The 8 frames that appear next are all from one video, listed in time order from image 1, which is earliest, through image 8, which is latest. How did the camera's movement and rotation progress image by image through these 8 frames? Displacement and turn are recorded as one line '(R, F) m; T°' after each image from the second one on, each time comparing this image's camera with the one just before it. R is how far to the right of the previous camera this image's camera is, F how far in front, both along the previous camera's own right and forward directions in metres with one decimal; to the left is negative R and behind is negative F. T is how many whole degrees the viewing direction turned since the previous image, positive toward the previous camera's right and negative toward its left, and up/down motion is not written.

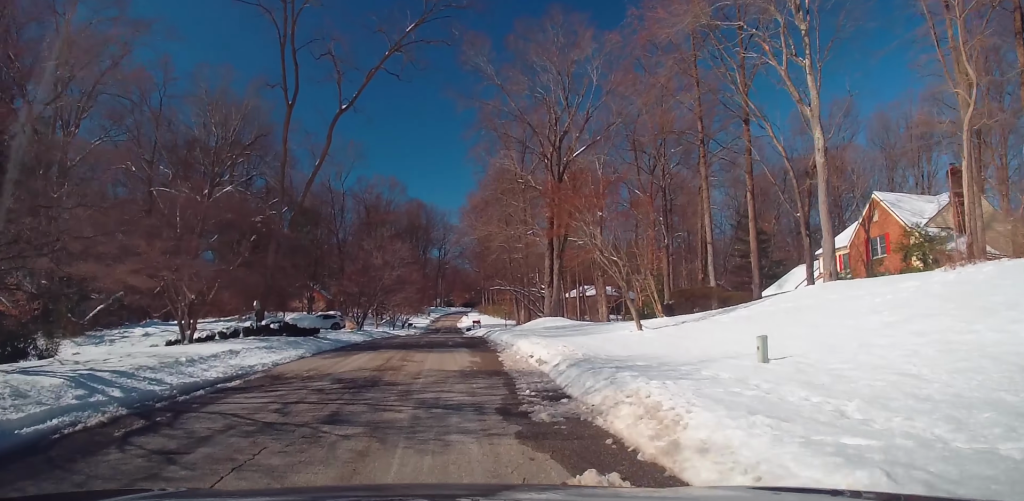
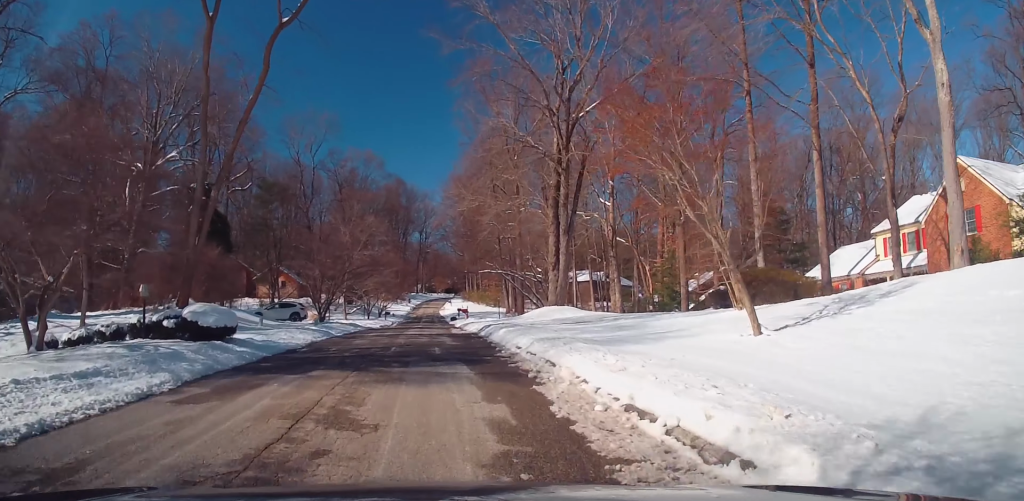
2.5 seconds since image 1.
(+0.5, +10.8) m; +2°
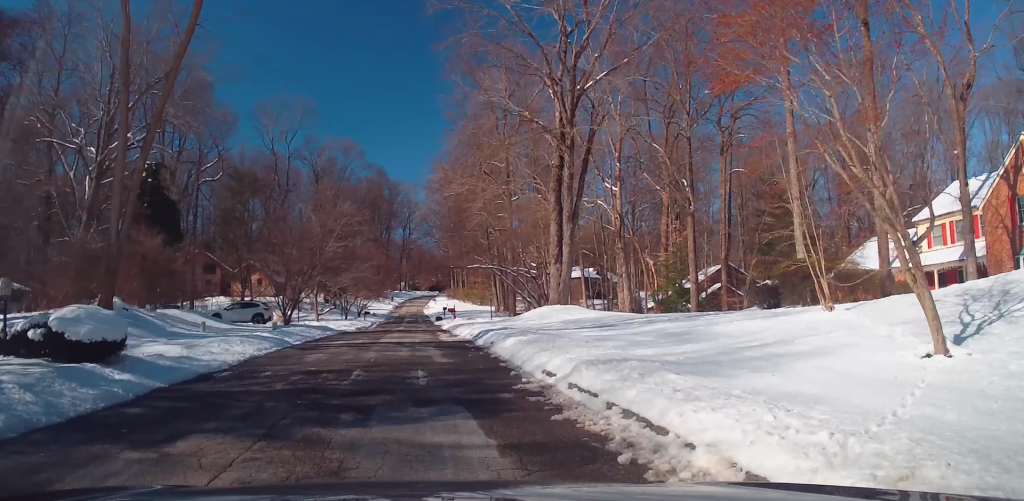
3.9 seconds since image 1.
(-0.1, +6.9) m; -1°
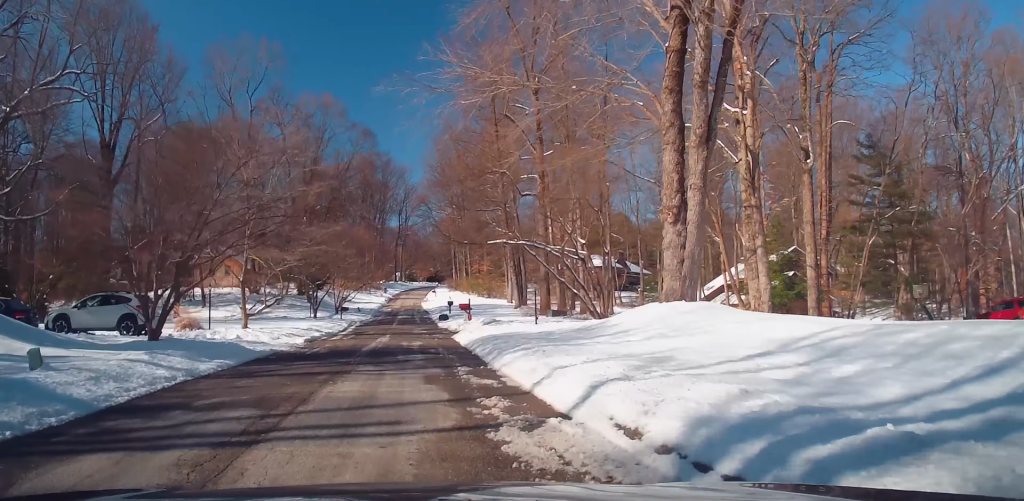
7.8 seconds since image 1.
(-1.0, +19.7) m; -3°
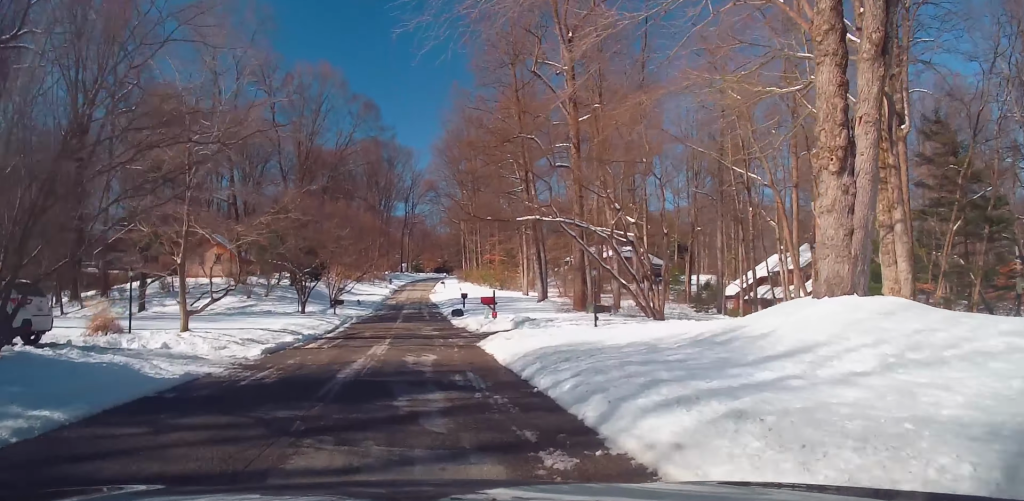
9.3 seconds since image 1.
(-0.1, +8.0) m; +2°
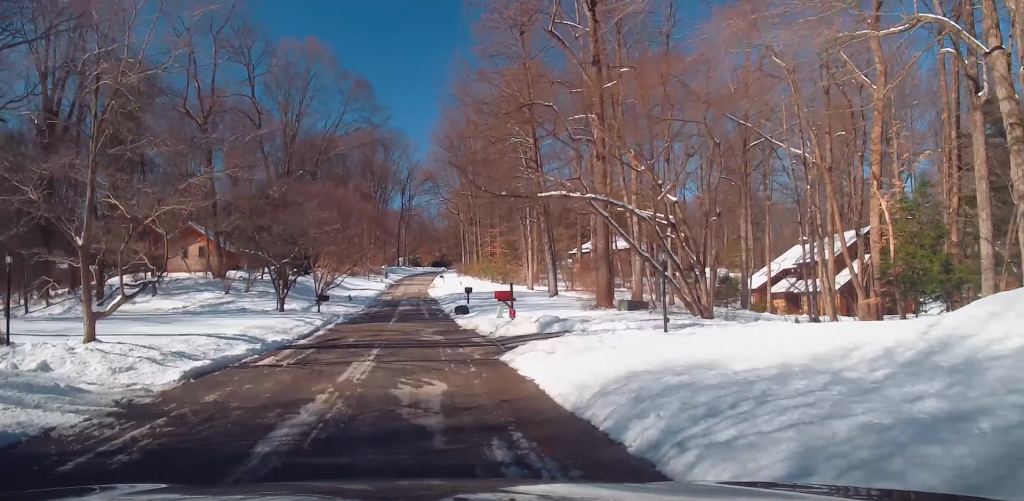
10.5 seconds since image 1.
(+0.5, +6.0) m; +1°
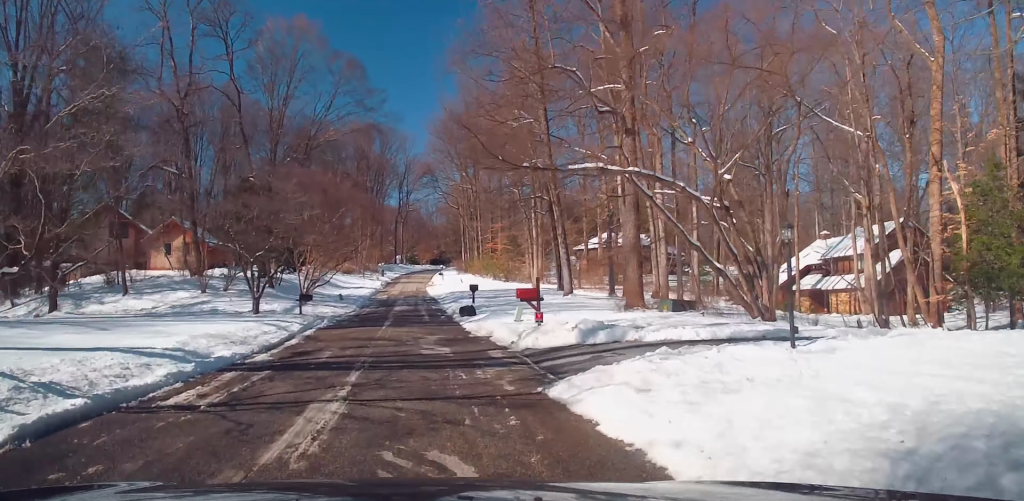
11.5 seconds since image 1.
(0.0, +5.3) m; 0°
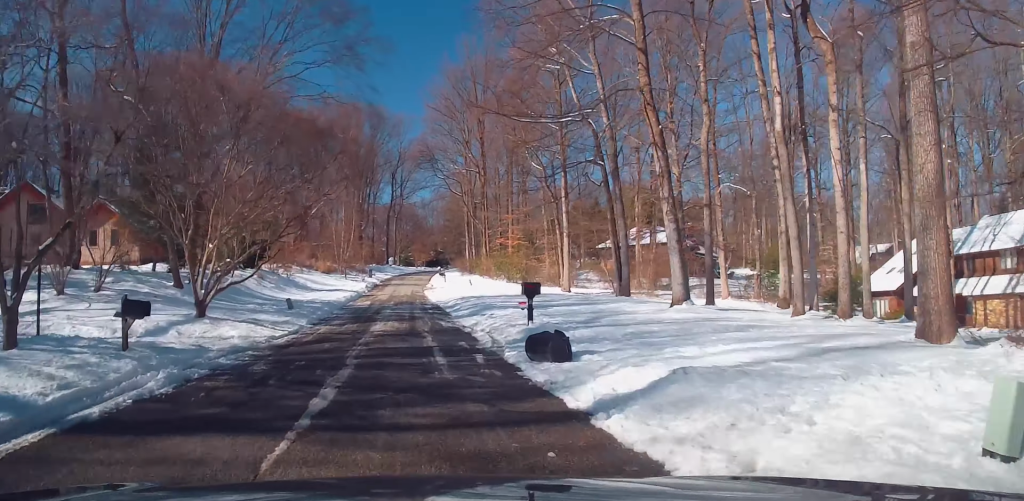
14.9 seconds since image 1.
(-0.4, +18.6) m; -1°
